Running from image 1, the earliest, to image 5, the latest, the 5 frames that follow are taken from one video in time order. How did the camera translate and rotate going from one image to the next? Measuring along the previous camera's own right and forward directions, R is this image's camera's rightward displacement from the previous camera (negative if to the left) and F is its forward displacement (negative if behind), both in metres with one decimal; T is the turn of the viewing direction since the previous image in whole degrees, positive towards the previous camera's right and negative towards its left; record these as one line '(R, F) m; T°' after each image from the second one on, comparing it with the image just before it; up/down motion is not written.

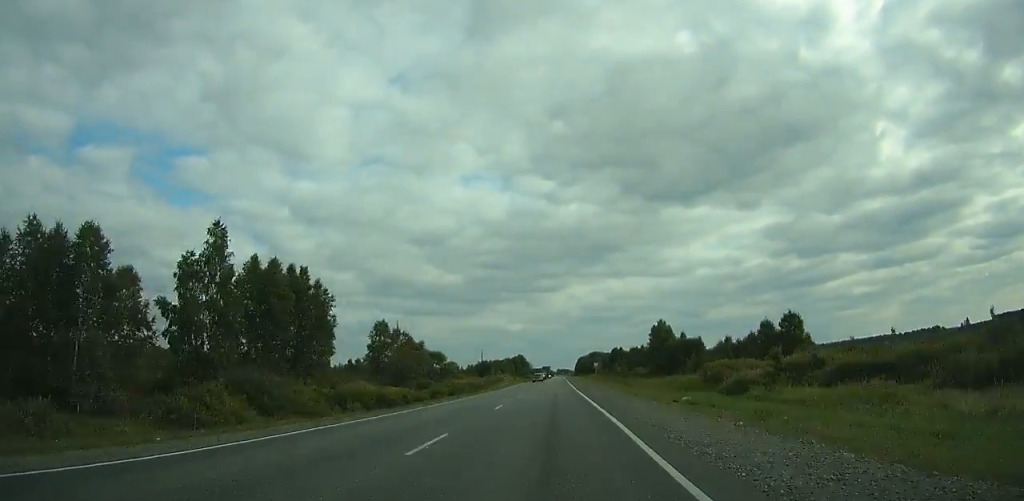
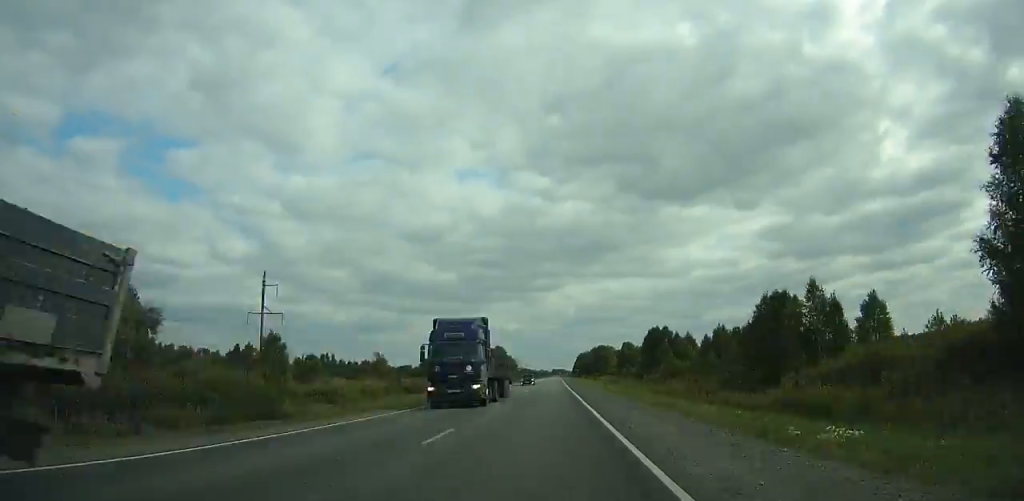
(0.0, +95.4) m; 0°
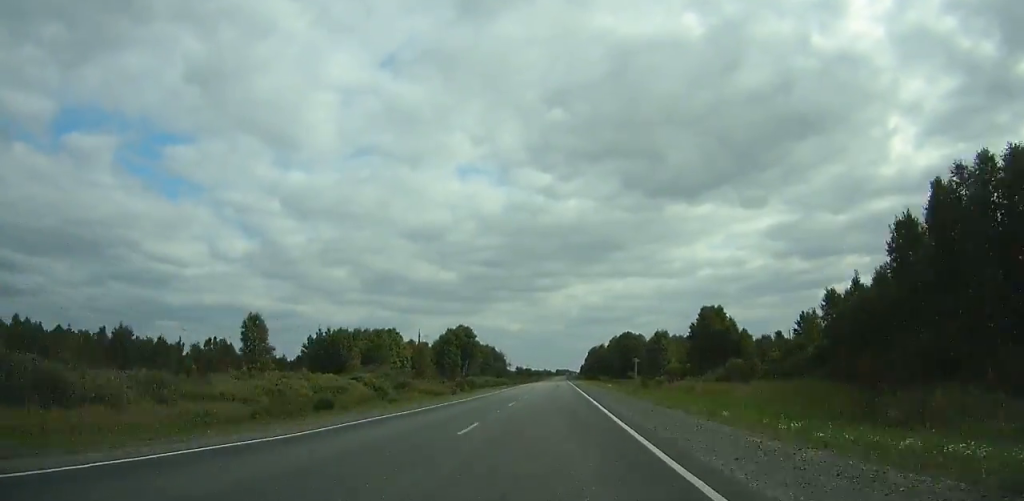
(0.0, +94.0) m; 0°
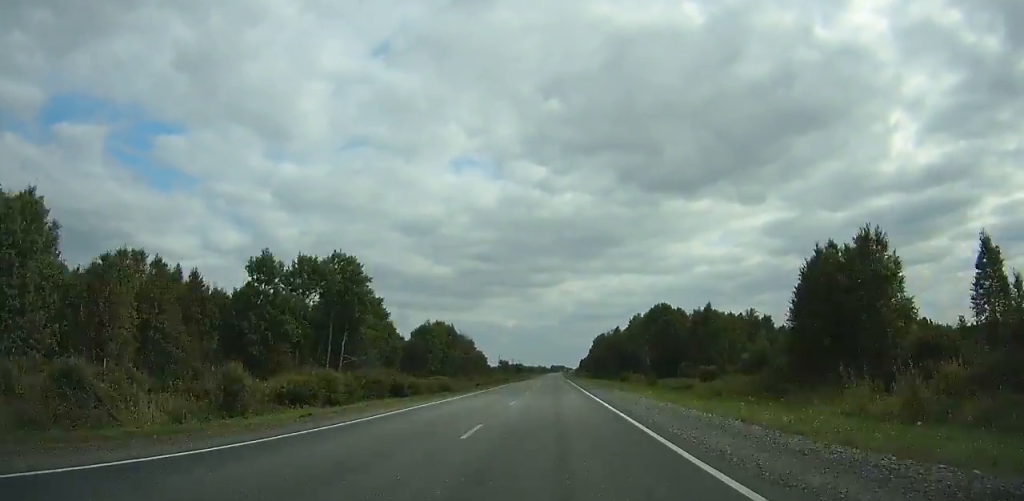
(-0.1, +72.6) m; 0°
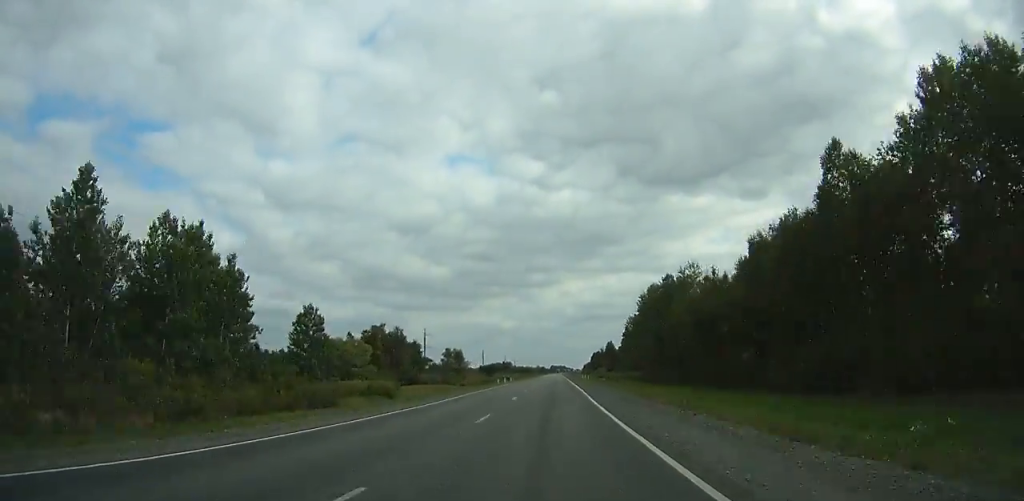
(+0.3, +126.4) m; 0°
